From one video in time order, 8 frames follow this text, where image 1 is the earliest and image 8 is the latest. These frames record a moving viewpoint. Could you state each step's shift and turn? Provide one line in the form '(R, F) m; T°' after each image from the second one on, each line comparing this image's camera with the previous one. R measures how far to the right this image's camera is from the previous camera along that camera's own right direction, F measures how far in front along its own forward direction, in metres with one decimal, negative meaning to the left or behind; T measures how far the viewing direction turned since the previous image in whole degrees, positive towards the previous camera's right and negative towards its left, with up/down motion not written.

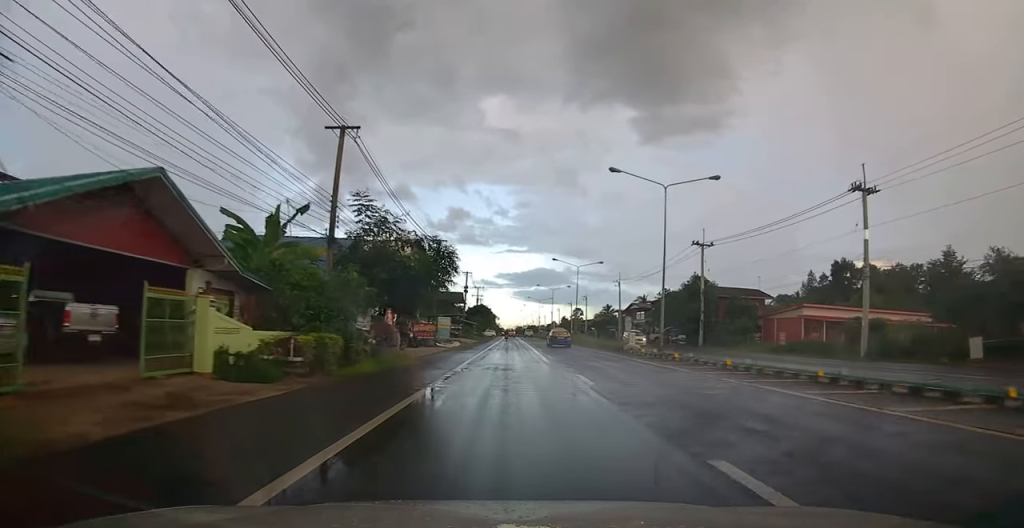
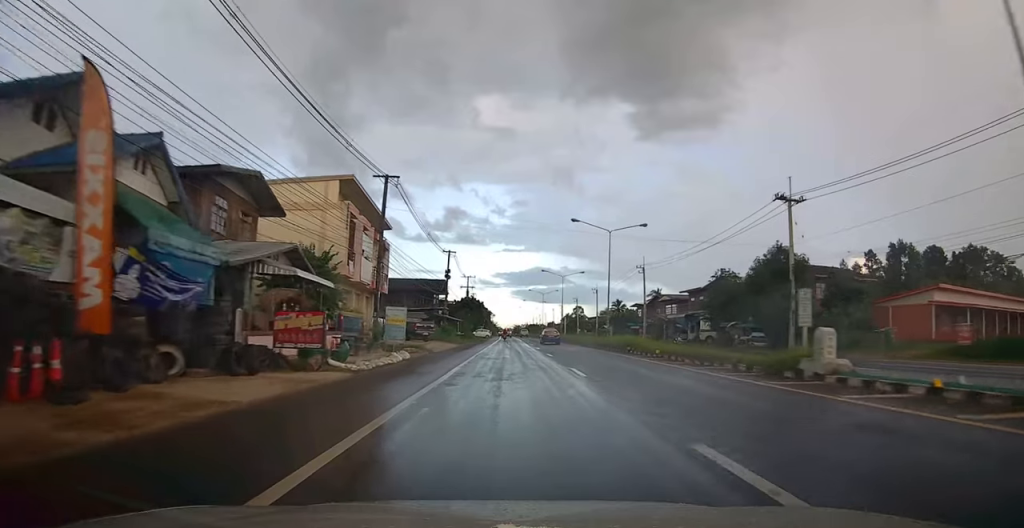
(-0.4, +22.4) m; -2°
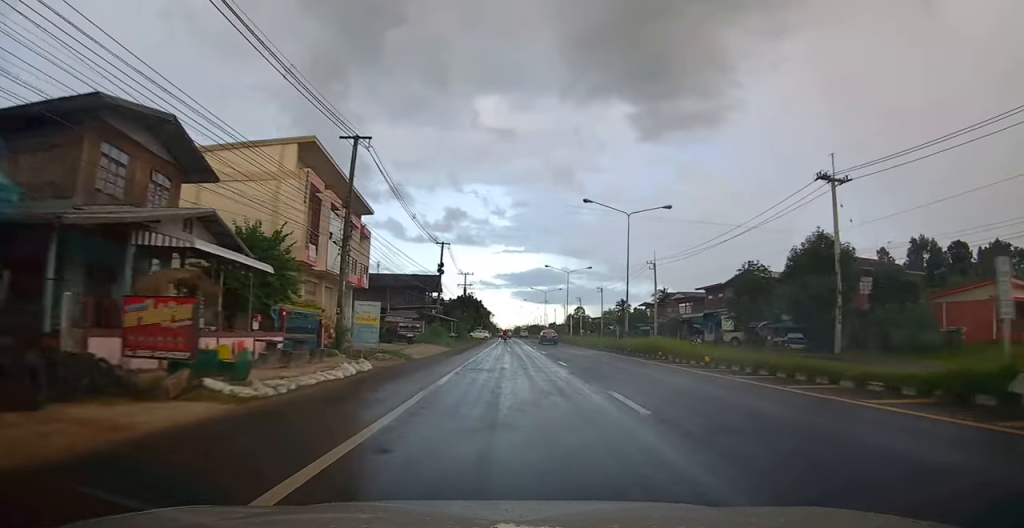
(-0.3, +6.6) m; 0°
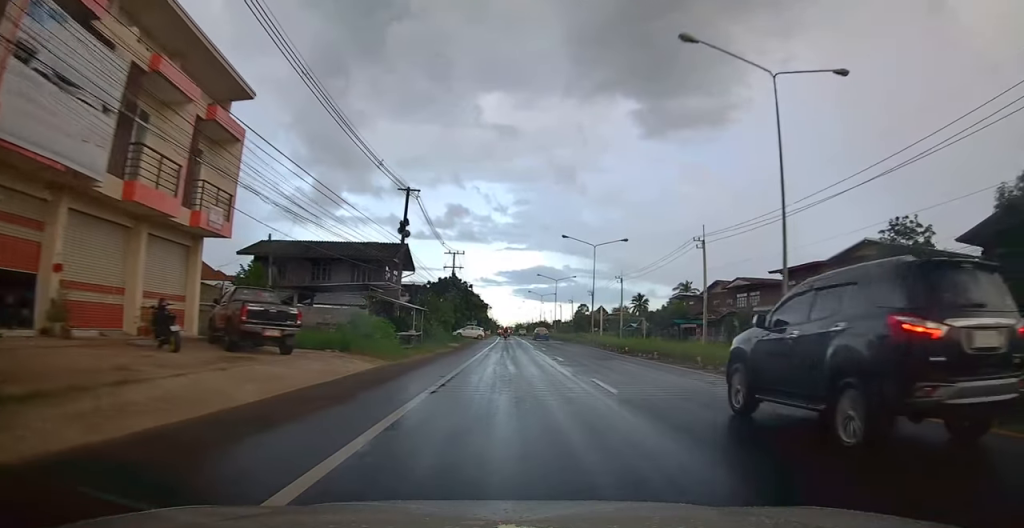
(+0.6, +20.9) m; +3°
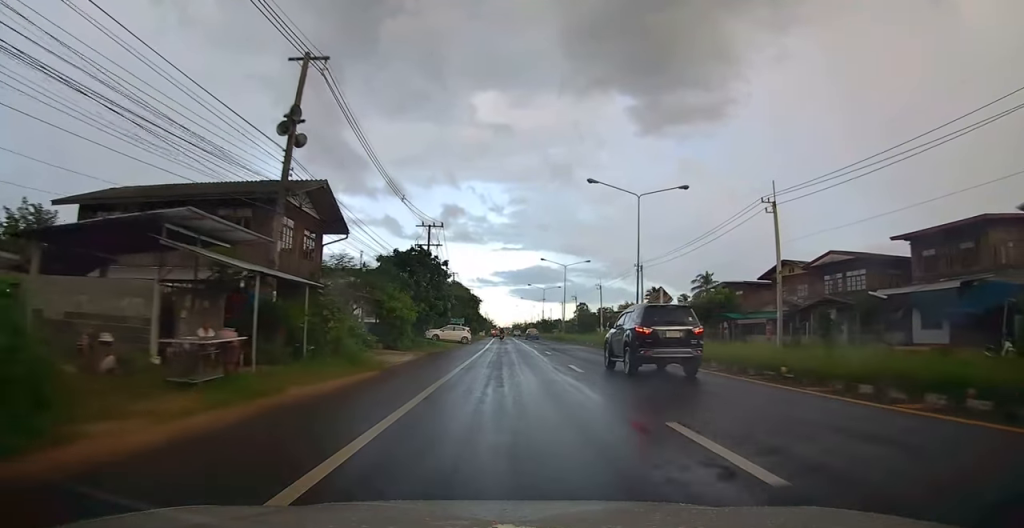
(-0.1, +18.8) m; -2°
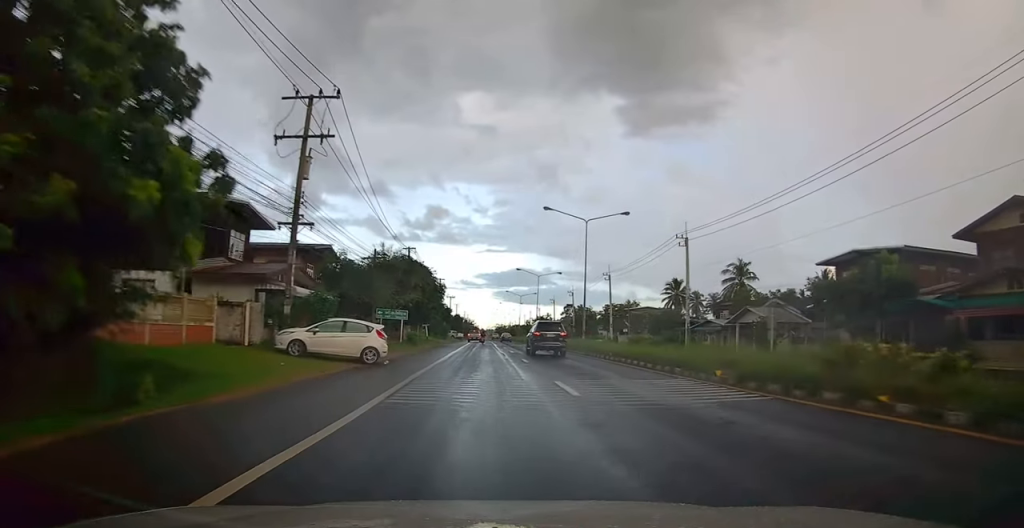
(+0.4, +29.3) m; 0°
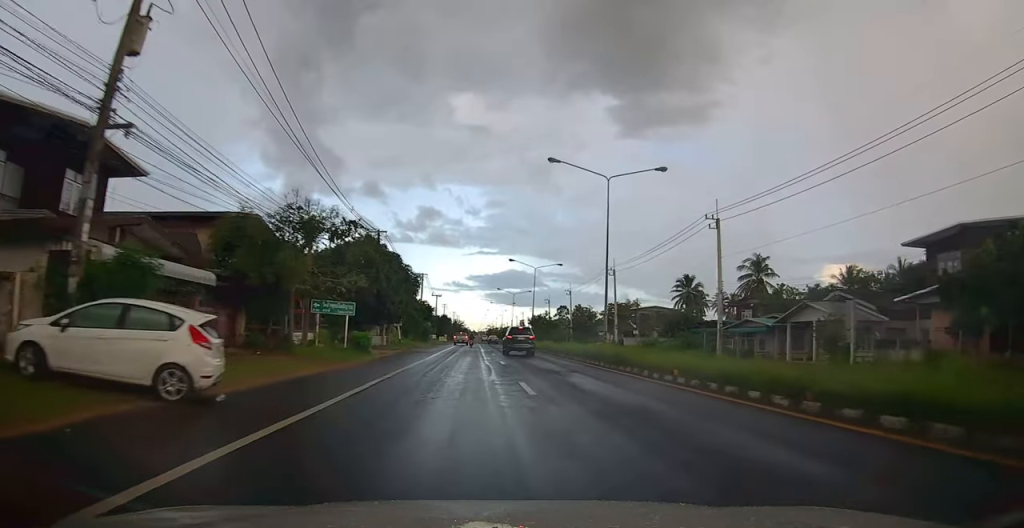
(-0.6, +11.6) m; -1°
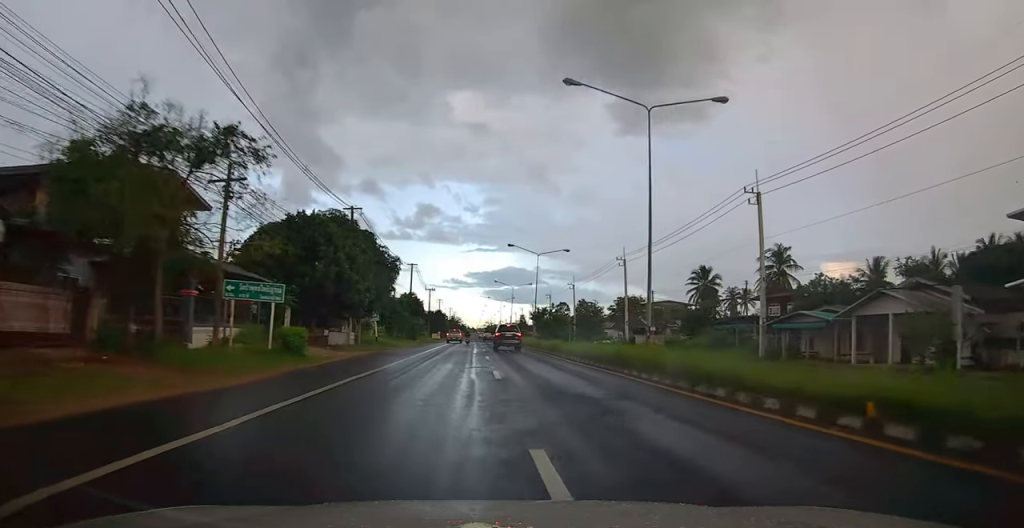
(0.0, +8.6) m; 0°
